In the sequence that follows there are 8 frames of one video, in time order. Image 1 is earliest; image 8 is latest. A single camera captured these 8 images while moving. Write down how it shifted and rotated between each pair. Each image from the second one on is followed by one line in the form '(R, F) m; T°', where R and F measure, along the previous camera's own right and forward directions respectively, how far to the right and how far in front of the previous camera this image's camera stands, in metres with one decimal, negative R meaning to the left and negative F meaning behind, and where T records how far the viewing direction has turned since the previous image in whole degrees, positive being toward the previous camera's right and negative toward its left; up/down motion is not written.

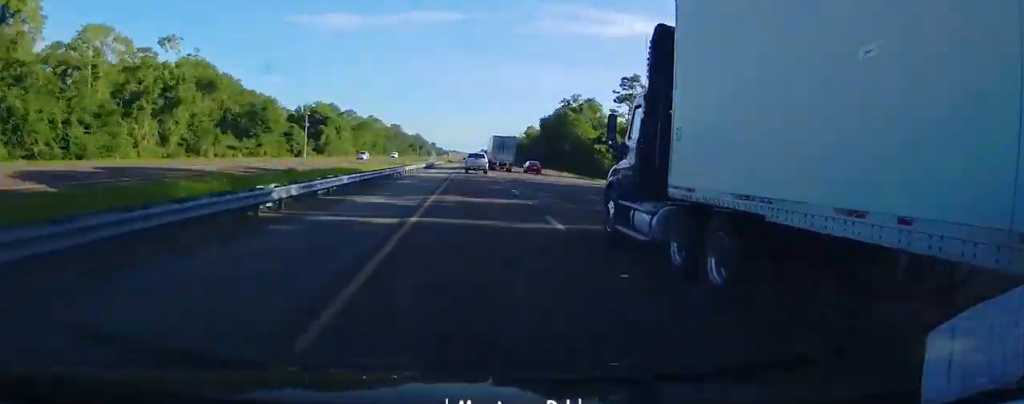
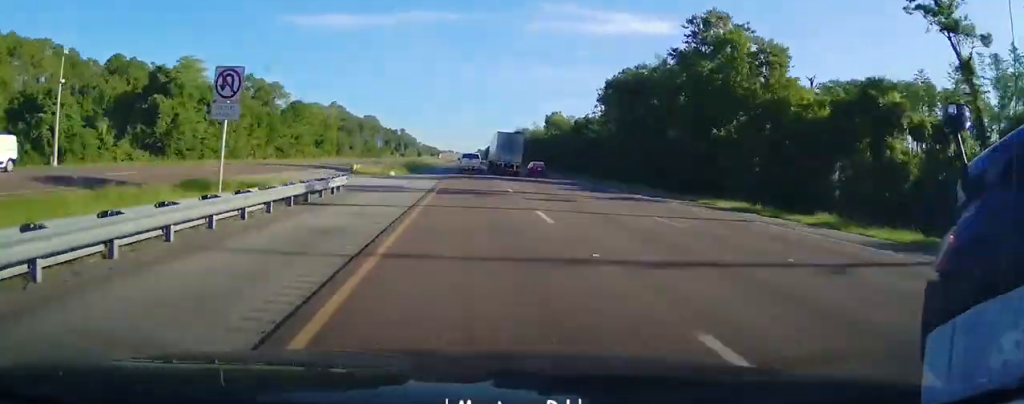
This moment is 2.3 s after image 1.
(+0.2, +107.0) m; 0°
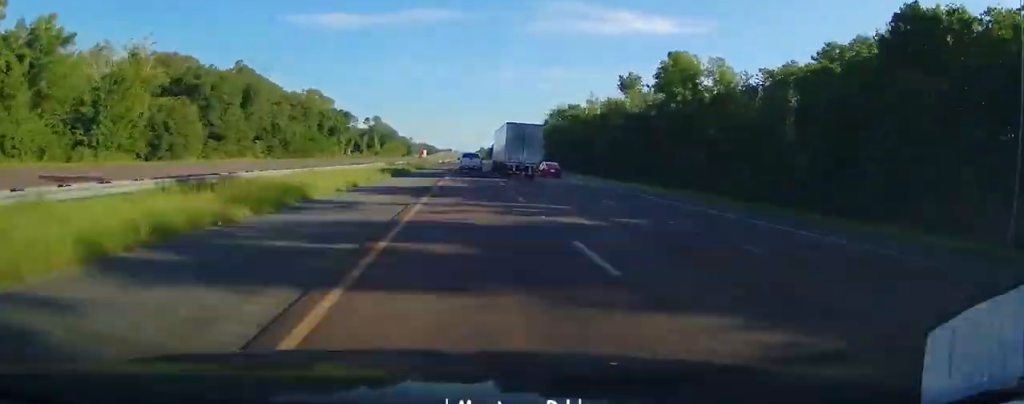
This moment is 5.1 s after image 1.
(-0.8, +132.0) m; 0°
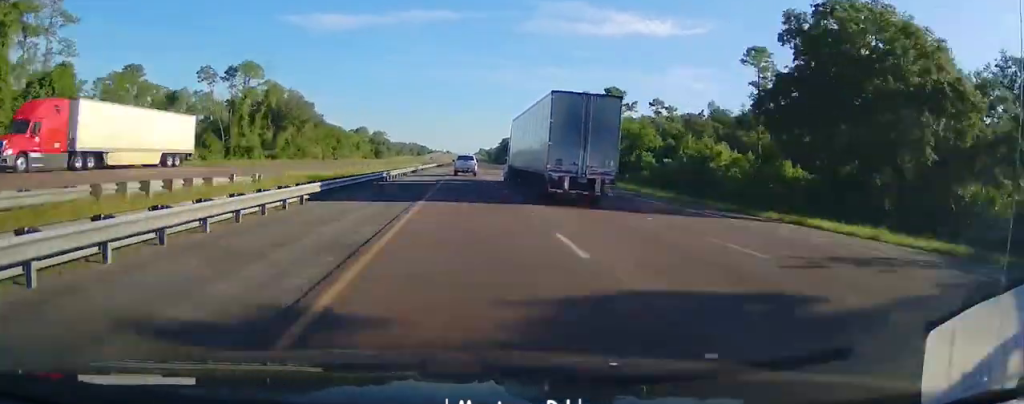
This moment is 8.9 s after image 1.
(+0.1, +165.2) m; 0°
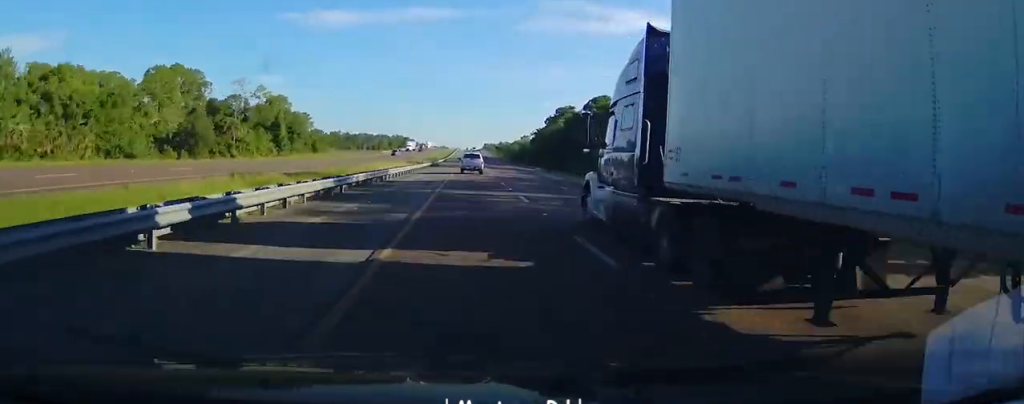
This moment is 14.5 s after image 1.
(+1.1, +210.6) m; 0°
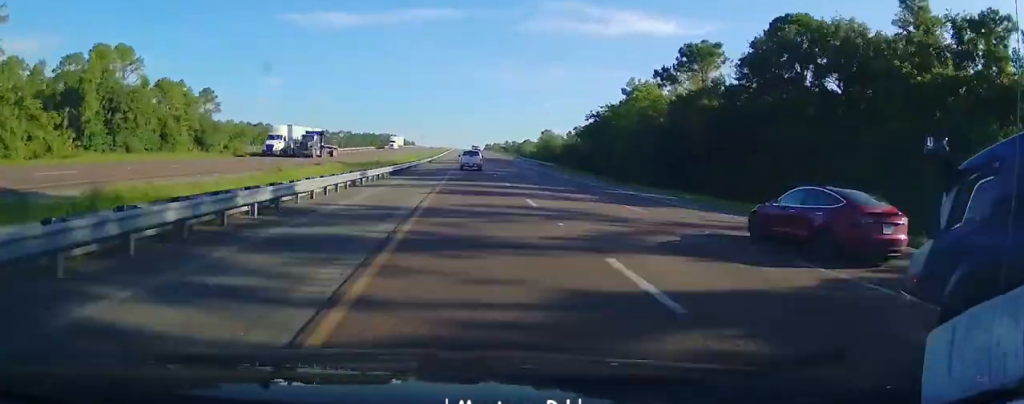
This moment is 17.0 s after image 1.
(-0.7, +81.1) m; 0°
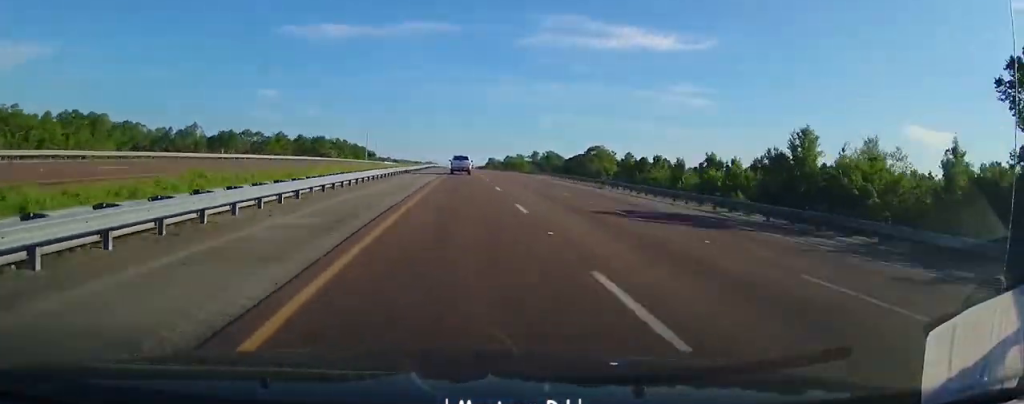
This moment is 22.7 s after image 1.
(+0.7, +177.5) m; +1°
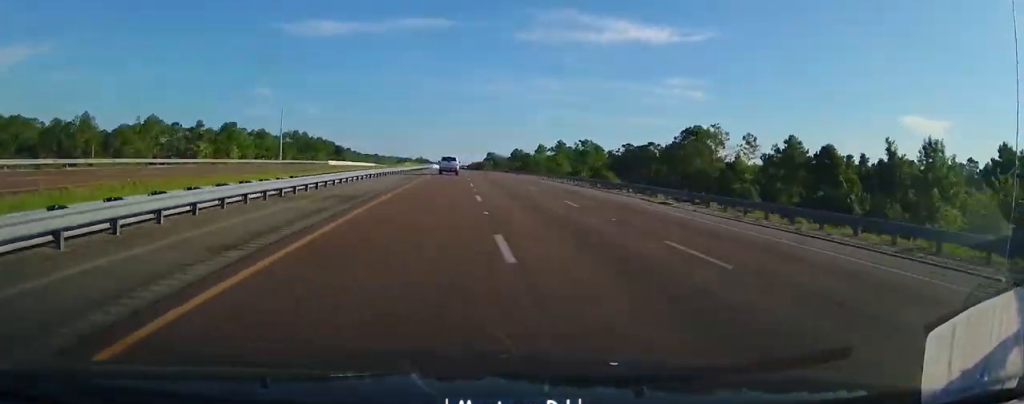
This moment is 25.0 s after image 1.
(0.0, +101.1) m; 0°
